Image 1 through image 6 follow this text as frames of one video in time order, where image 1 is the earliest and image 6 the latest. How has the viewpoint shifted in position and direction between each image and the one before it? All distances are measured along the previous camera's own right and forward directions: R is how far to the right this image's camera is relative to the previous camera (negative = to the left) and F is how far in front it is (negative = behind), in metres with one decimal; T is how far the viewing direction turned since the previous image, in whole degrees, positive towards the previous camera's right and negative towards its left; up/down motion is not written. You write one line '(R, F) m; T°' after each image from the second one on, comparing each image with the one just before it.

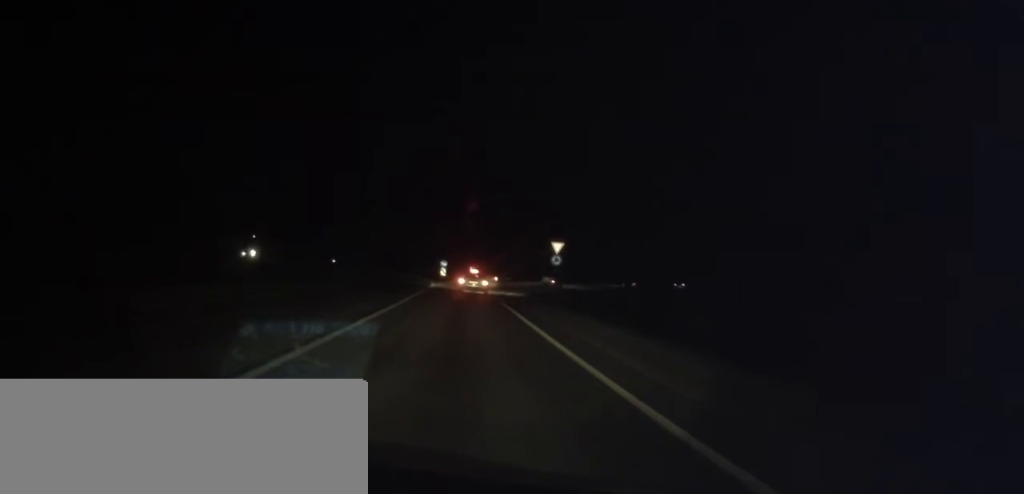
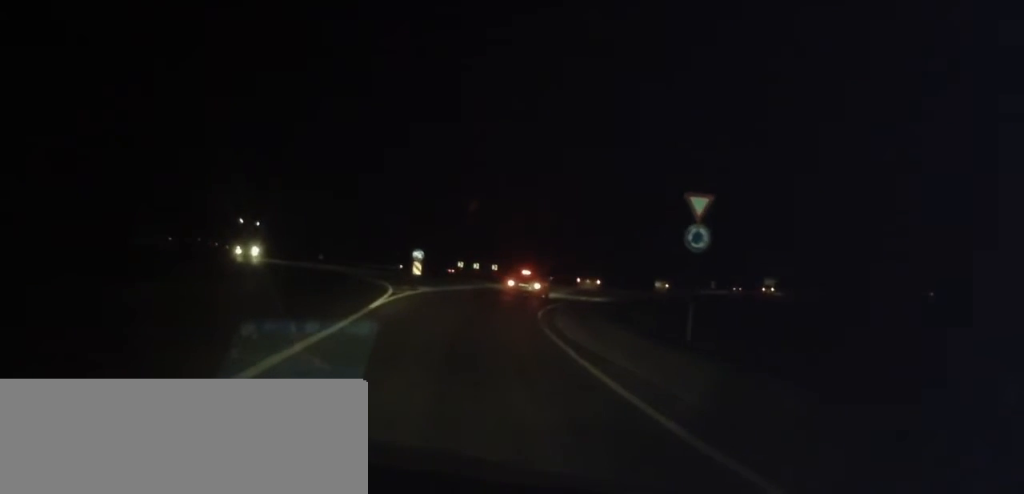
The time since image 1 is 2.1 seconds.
(+0.2, +26.9) m; +1°
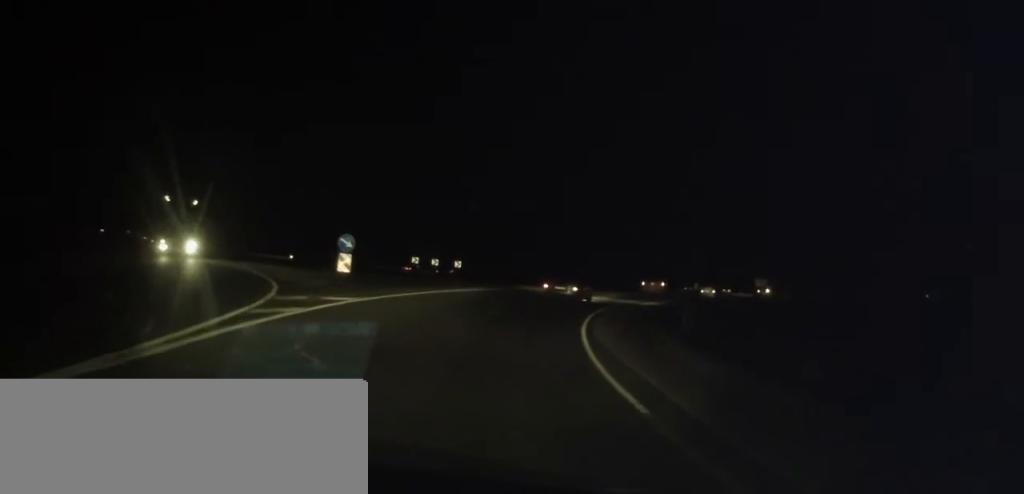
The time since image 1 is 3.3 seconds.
(0.0, +14.6) m; +1°
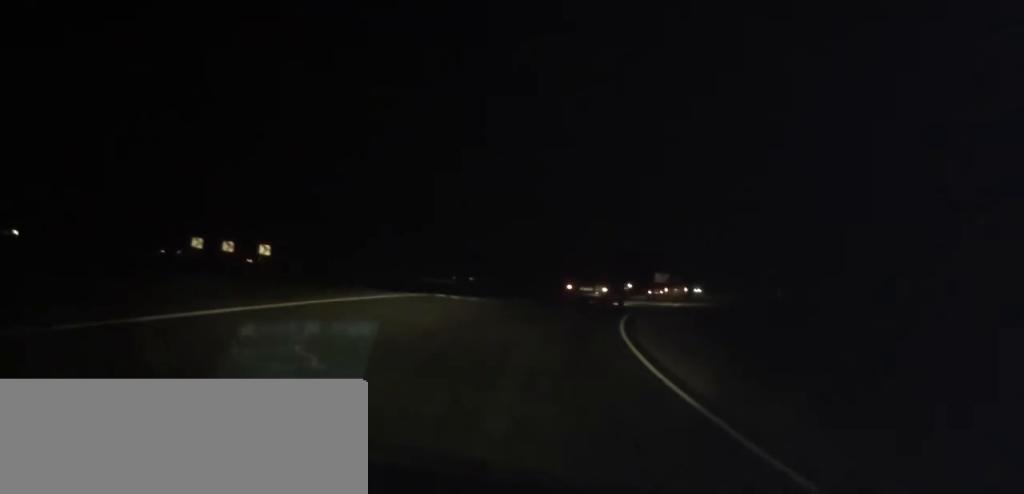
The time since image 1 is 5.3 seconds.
(+1.0, +22.4) m; +8°
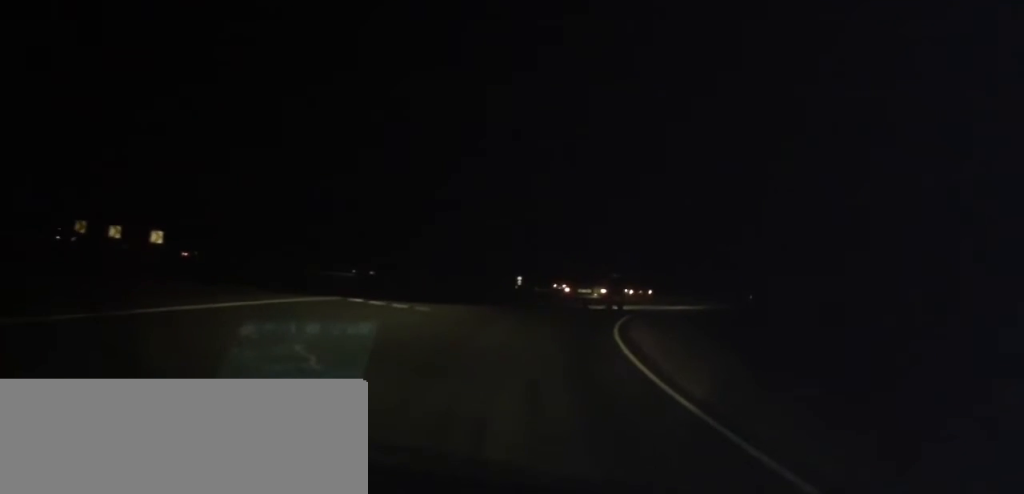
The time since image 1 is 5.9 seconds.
(+0.3, +7.0) m; +5°
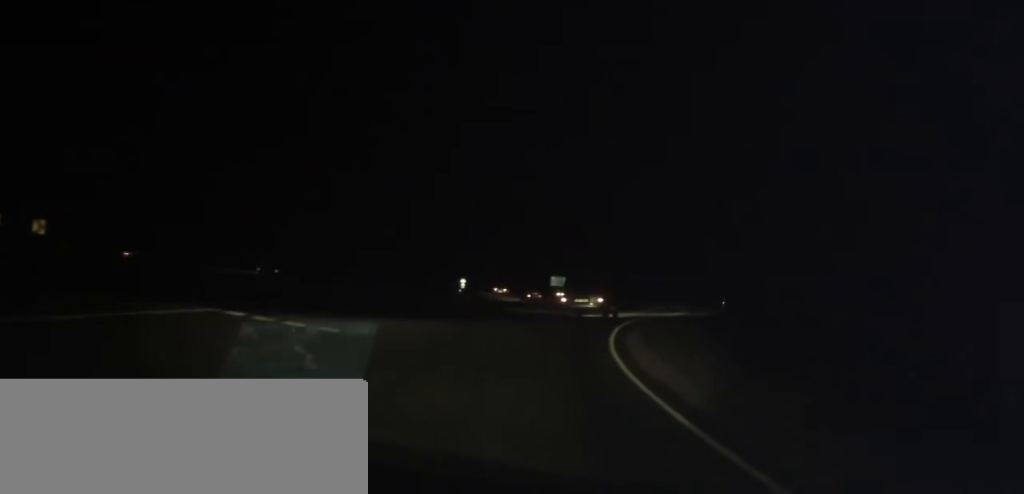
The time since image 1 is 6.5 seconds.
(+0.3, +6.1) m; +4°
